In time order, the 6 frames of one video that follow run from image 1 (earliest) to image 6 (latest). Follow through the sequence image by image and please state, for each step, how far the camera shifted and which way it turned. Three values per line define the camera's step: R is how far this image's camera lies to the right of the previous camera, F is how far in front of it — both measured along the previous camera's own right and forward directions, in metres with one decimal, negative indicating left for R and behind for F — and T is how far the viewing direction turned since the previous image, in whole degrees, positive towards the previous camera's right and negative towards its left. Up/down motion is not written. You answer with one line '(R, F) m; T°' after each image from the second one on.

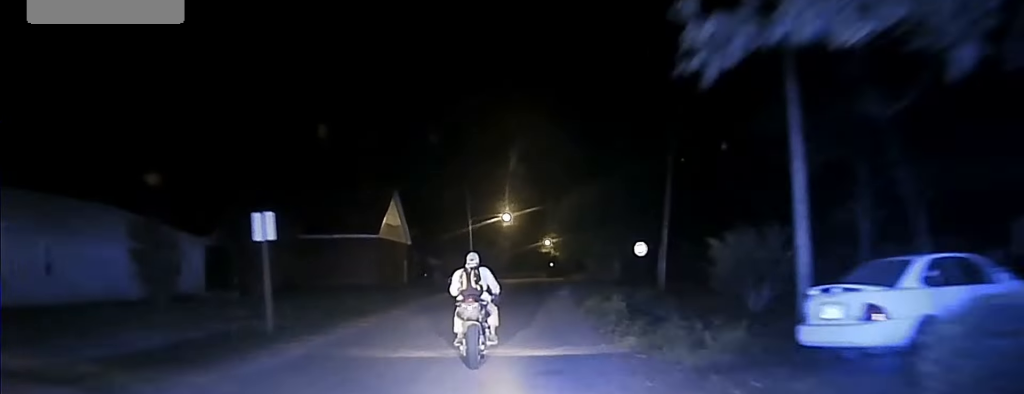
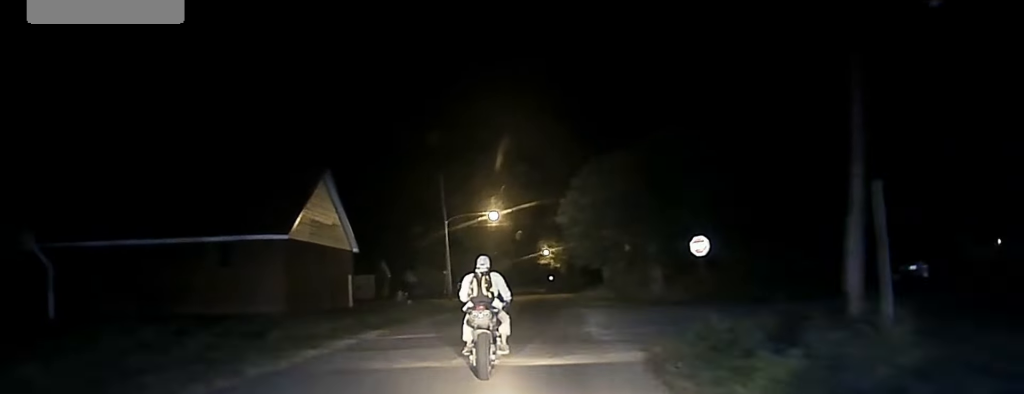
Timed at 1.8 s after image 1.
(0.0, +22.7) m; 0°
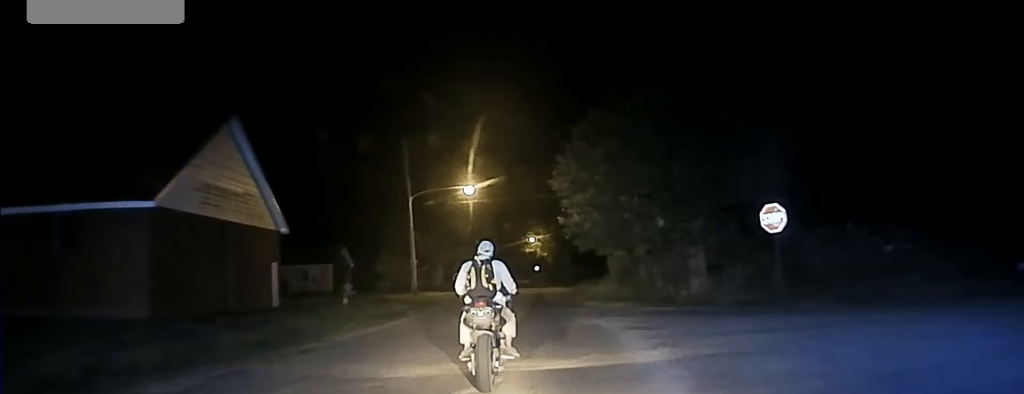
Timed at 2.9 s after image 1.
(0.0, +12.7) m; +2°
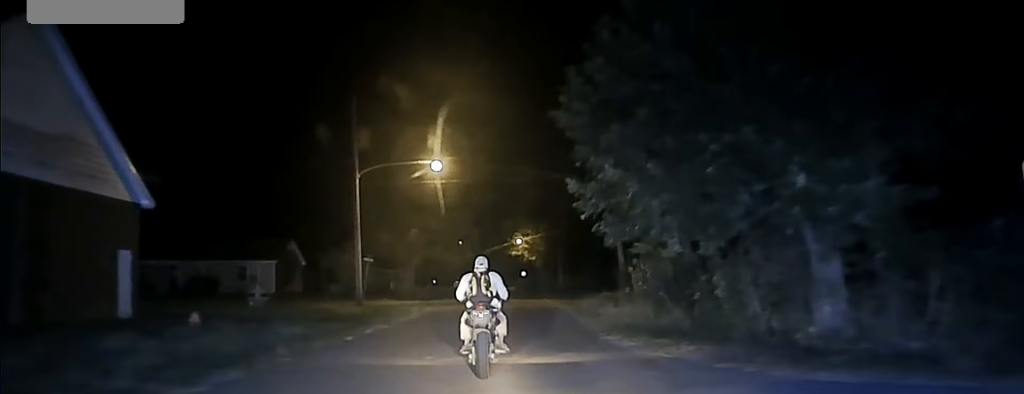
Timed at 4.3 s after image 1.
(+0.5, +13.5) m; +1°
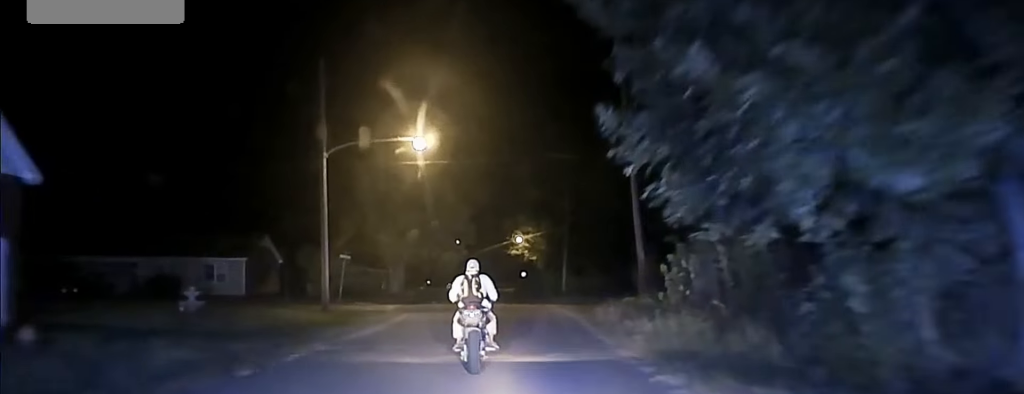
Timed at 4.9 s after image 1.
(-0.2, +6.4) m; -1°
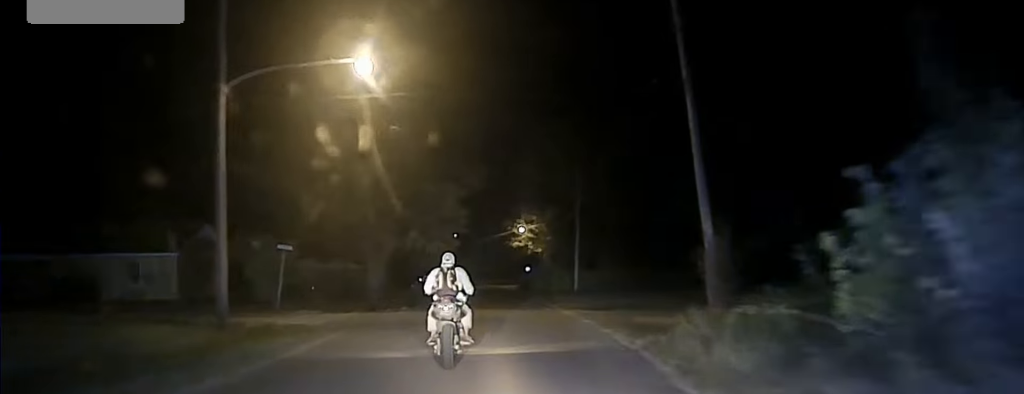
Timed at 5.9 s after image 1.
(-0.3, +12.6) m; 0°
